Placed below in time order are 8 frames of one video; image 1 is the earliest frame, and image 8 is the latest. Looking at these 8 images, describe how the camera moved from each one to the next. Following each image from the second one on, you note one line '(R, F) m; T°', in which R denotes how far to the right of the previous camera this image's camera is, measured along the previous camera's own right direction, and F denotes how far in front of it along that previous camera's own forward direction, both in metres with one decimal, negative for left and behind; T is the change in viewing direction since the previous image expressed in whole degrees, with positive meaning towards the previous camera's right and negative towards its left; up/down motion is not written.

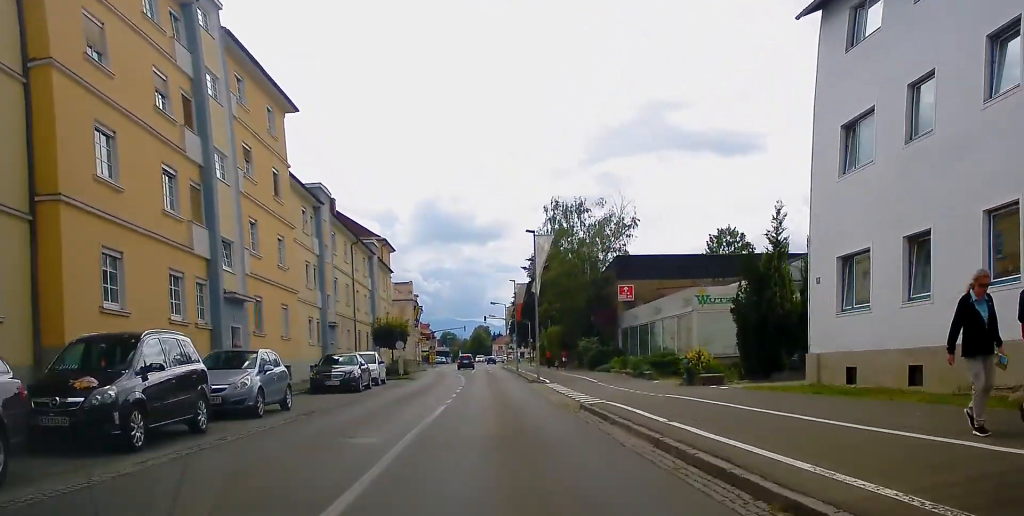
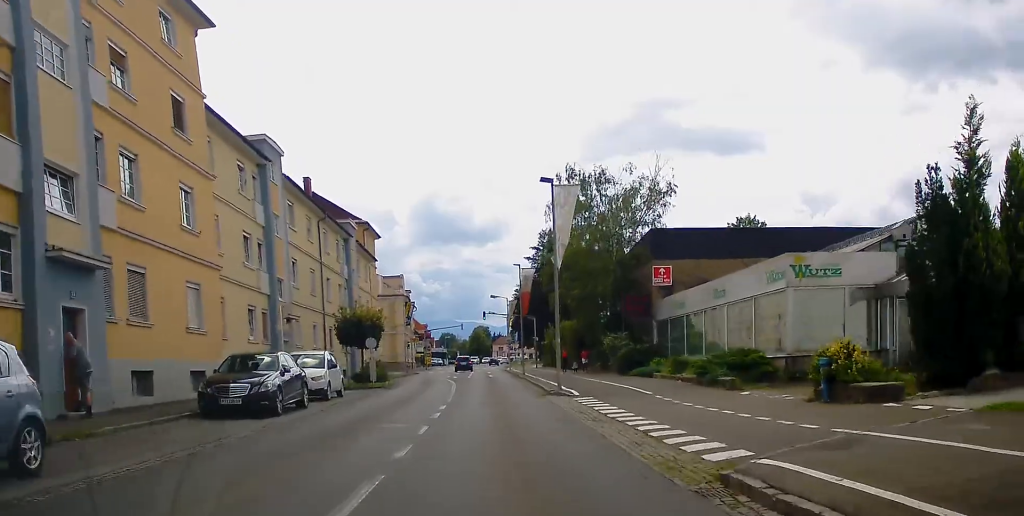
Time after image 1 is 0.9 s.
(0.0, +11.1) m; +1°
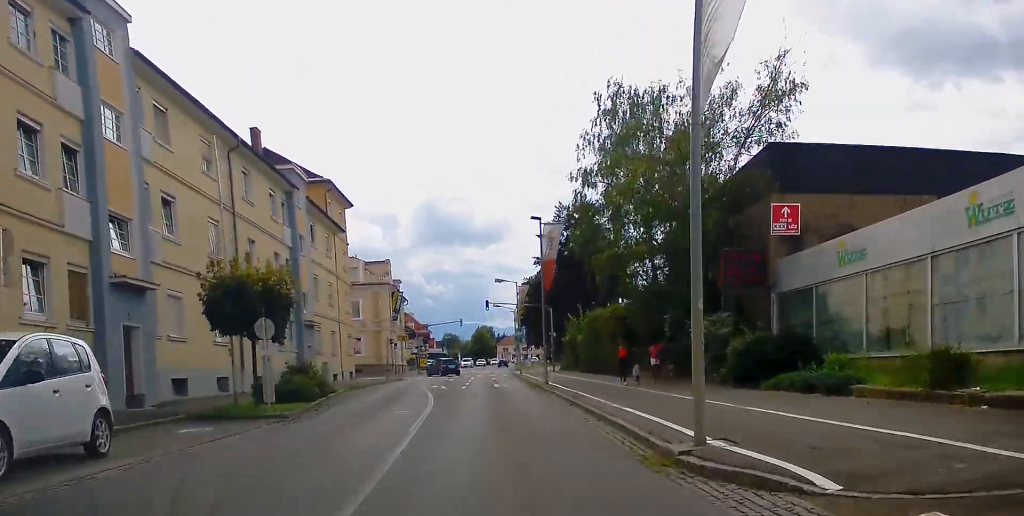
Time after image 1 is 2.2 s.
(+0.3, +16.9) m; 0°
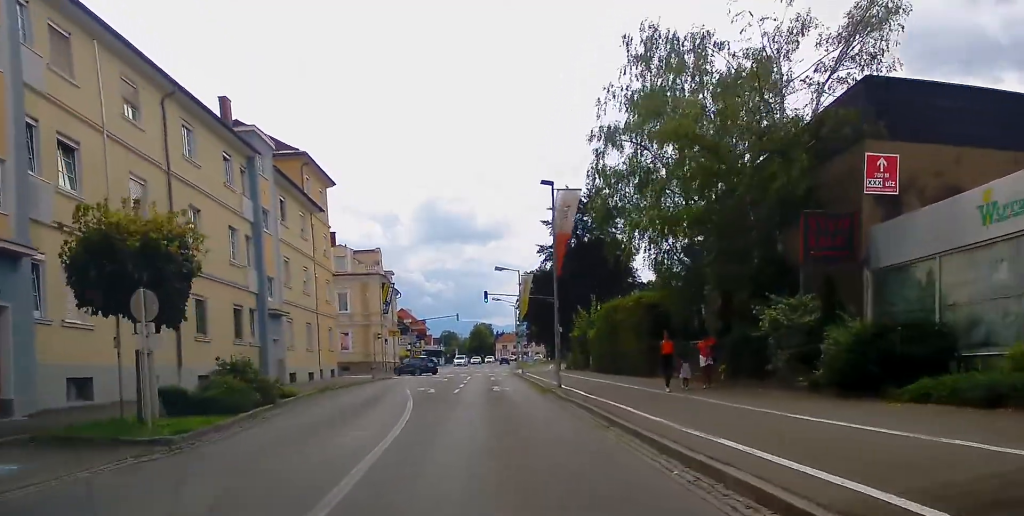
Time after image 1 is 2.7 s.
(-0.1, +6.5) m; -1°
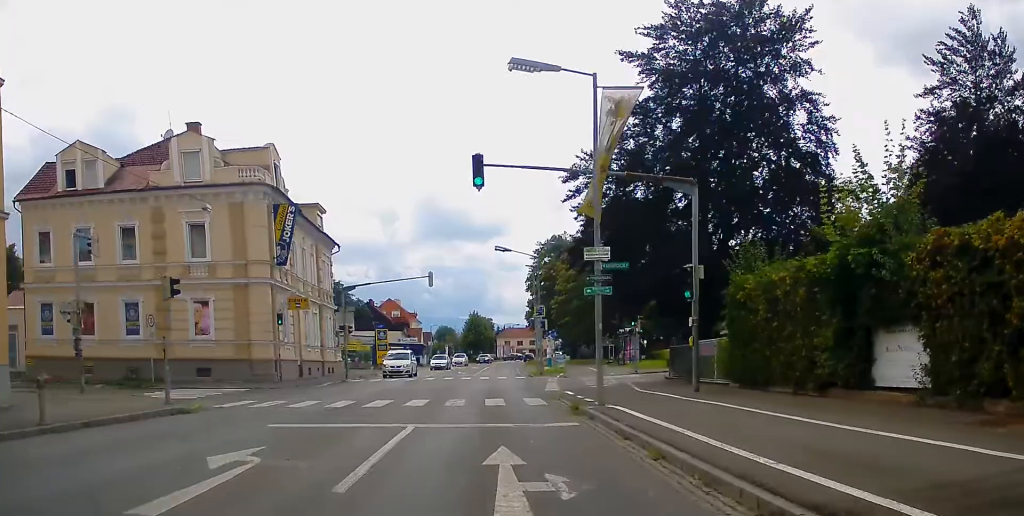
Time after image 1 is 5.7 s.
(-0.2, +39.0) m; +2°
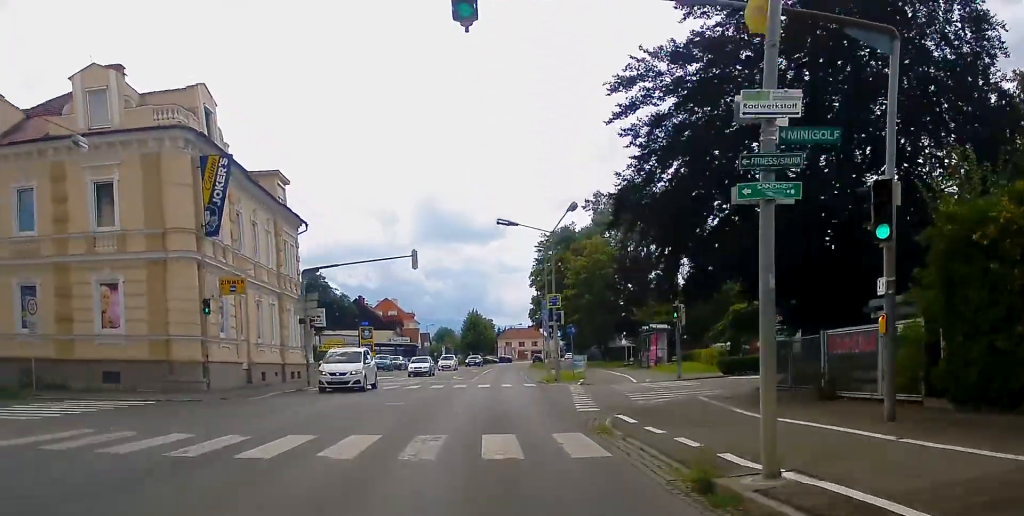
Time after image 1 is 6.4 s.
(+0.2, +10.1) m; +1°
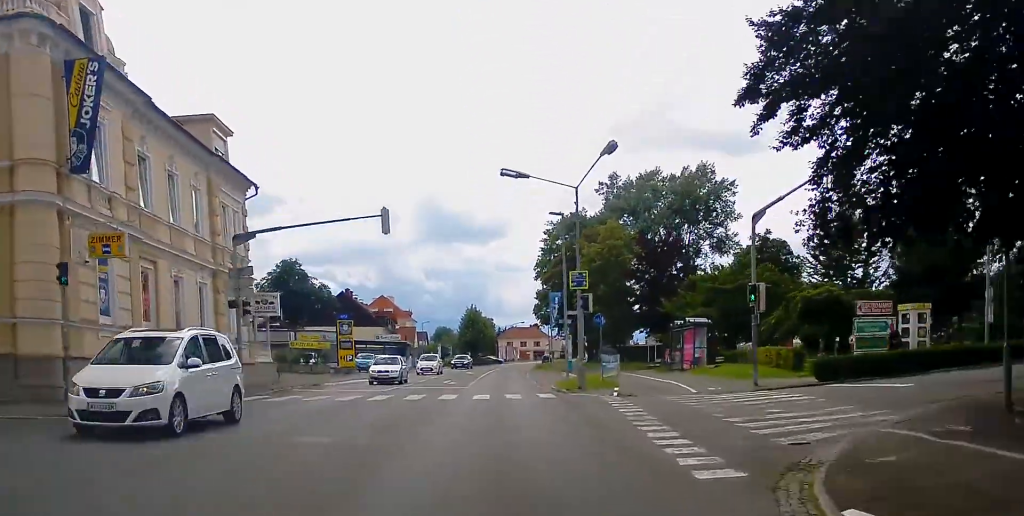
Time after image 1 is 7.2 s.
(0.0, +10.2) m; -1°
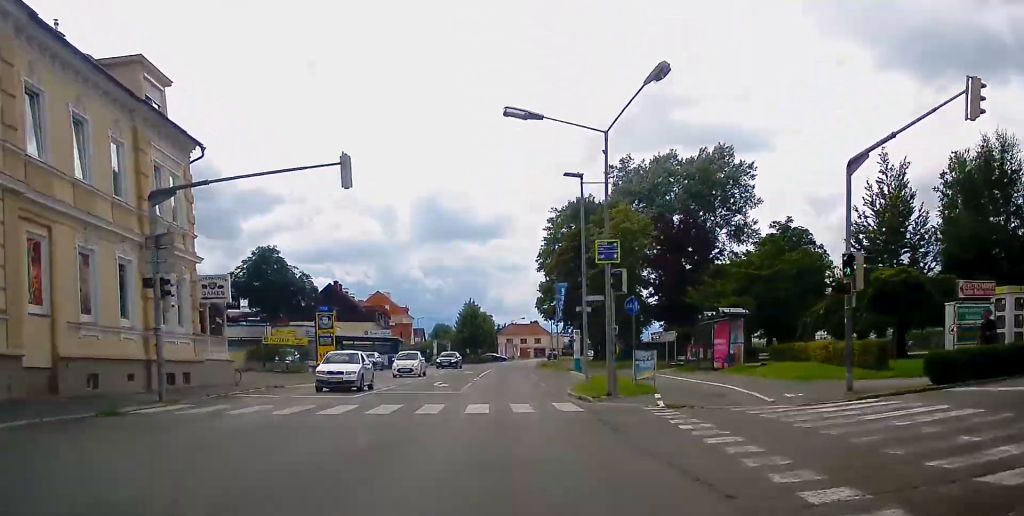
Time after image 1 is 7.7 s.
(-0.1, +6.8) m; 0°
